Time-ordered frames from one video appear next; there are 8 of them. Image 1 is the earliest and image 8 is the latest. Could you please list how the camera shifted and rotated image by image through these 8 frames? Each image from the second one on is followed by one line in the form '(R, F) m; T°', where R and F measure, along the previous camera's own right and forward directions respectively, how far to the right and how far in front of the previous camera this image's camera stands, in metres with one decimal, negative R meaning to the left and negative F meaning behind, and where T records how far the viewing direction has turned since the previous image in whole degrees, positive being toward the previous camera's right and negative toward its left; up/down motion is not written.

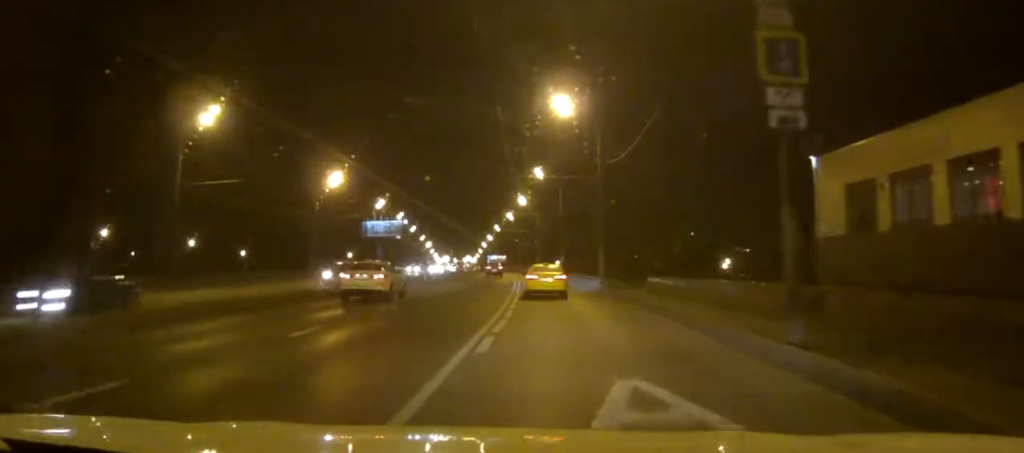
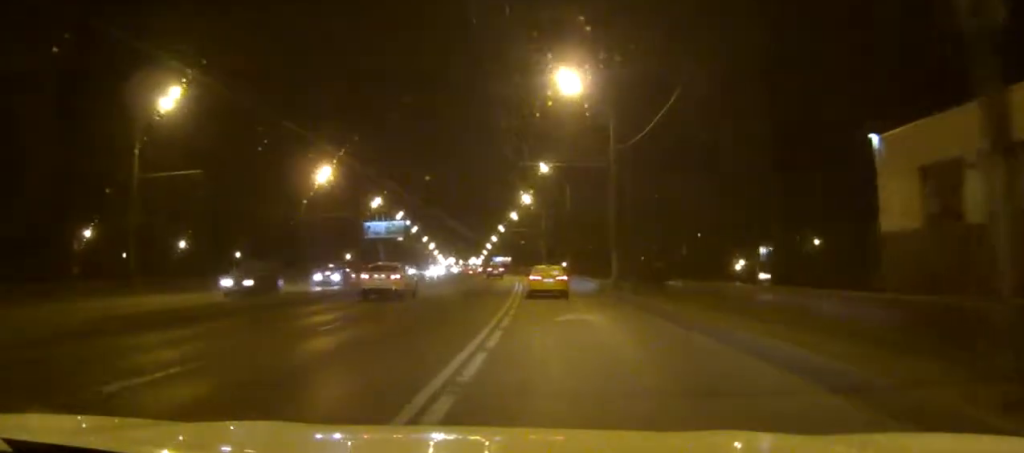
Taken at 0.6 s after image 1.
(0.0, +6.5) m; -1°
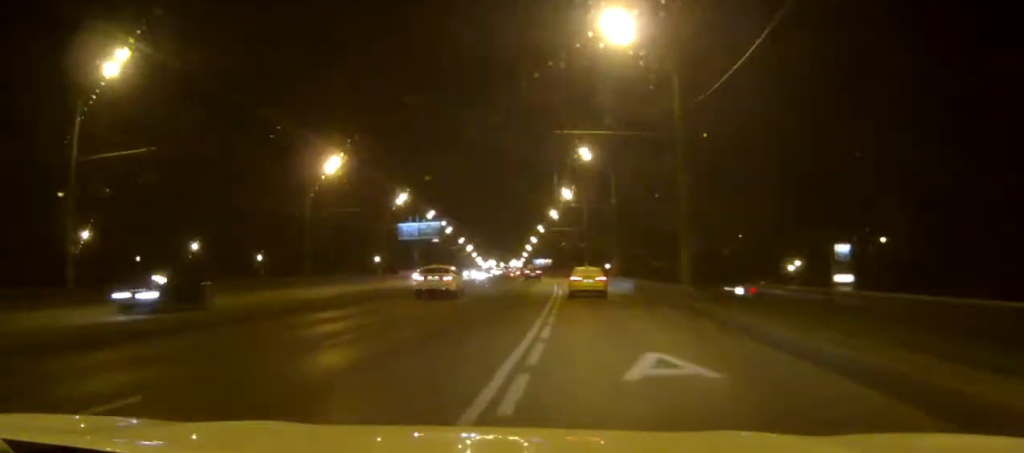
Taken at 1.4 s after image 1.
(-0.1, +10.0) m; -2°
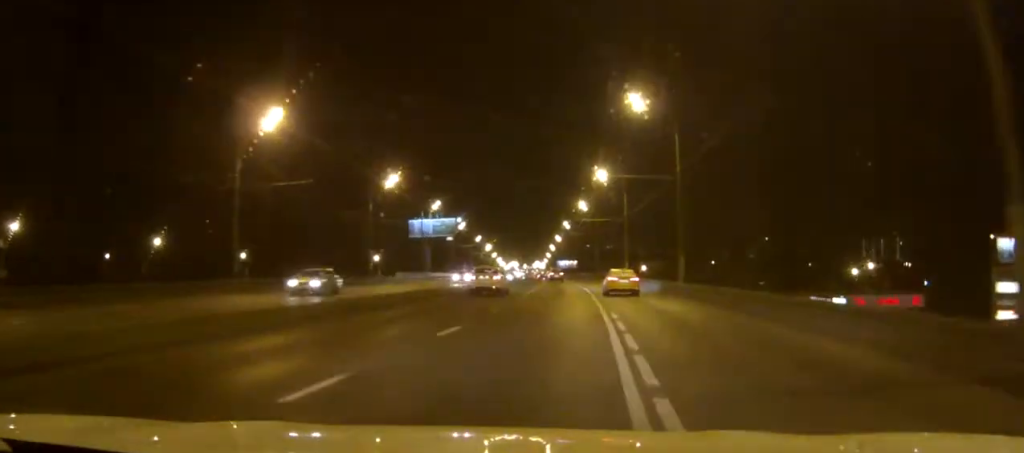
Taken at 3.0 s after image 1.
(-0.6, +21.7) m; -2°
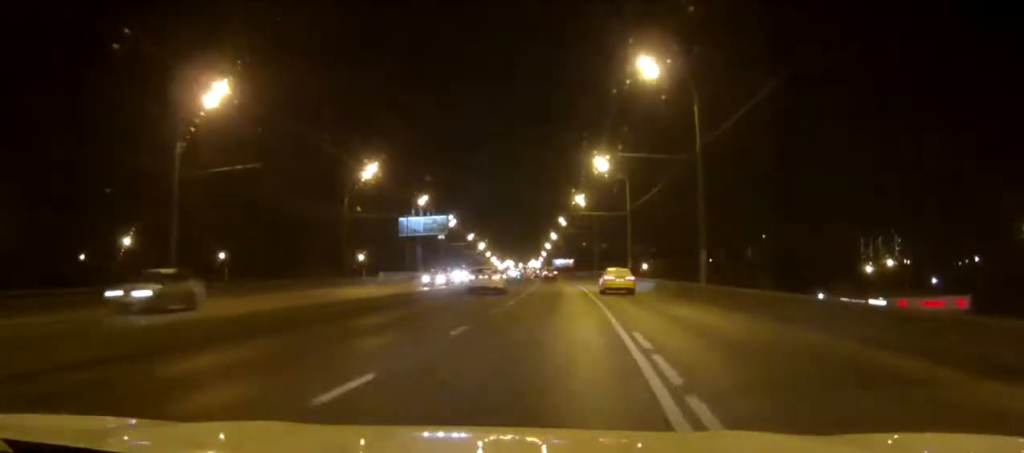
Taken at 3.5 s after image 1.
(0.0, +8.1) m; 0°
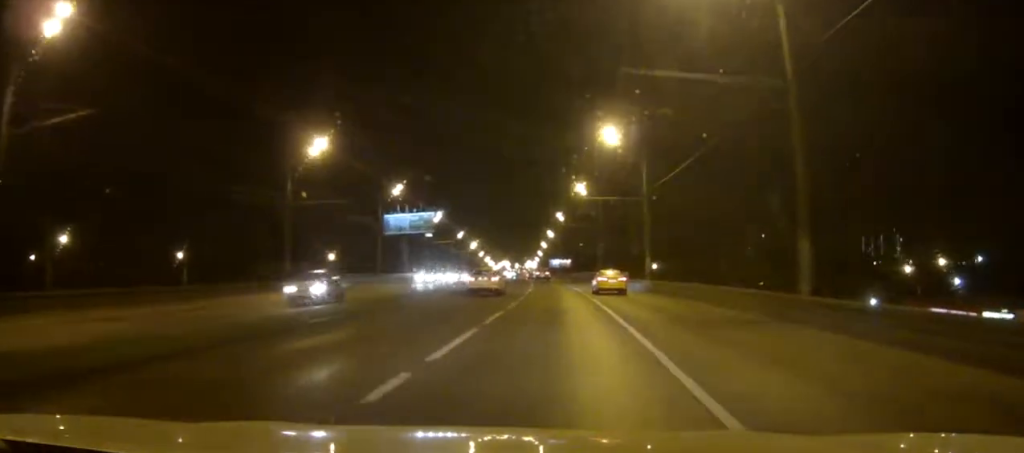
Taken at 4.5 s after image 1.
(+0.1, +15.7) m; +1°
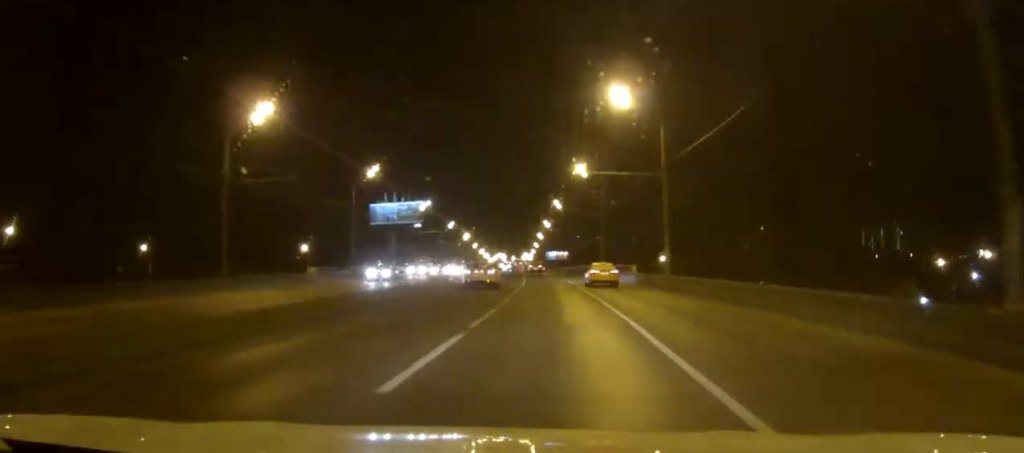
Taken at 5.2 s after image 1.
(+0.1, +11.4) m; +1°
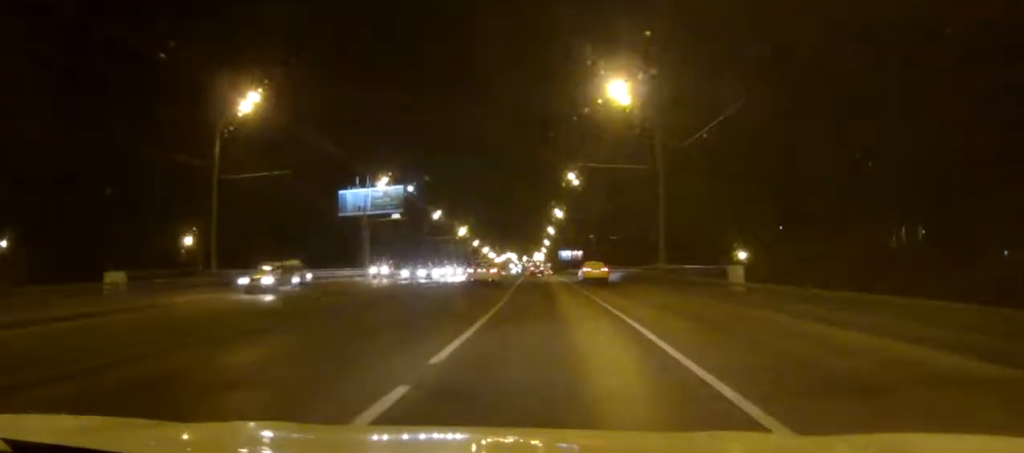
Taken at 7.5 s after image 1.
(-0.1, +38.2) m; -1°
